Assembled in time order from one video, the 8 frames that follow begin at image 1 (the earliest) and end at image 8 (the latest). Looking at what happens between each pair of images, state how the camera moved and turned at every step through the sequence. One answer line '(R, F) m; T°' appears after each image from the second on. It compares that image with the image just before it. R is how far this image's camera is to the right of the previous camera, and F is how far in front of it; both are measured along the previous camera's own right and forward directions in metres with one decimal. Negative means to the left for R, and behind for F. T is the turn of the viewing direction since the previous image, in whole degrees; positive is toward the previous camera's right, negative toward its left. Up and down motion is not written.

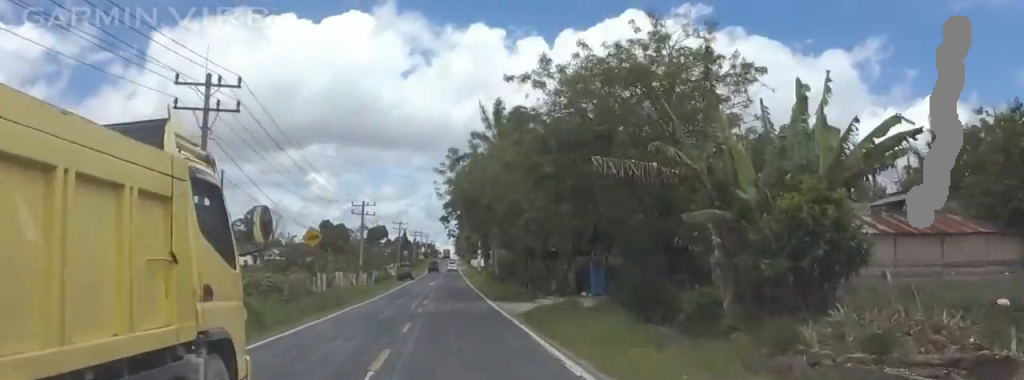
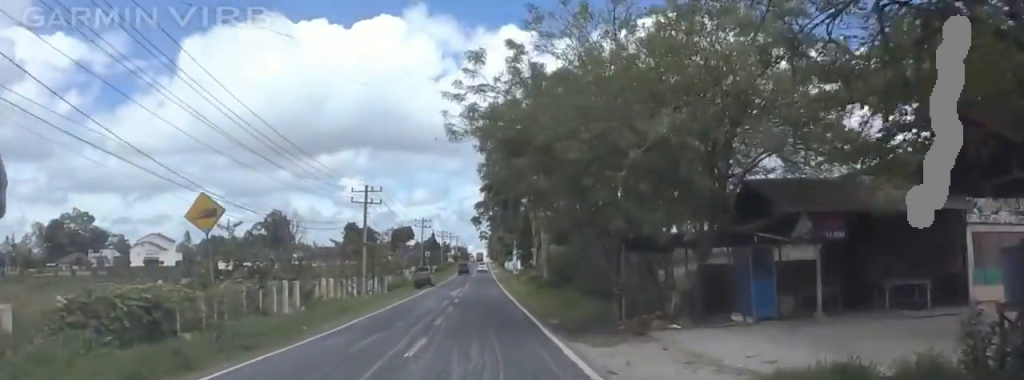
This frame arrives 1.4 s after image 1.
(-0.5, +20.4) m; 0°
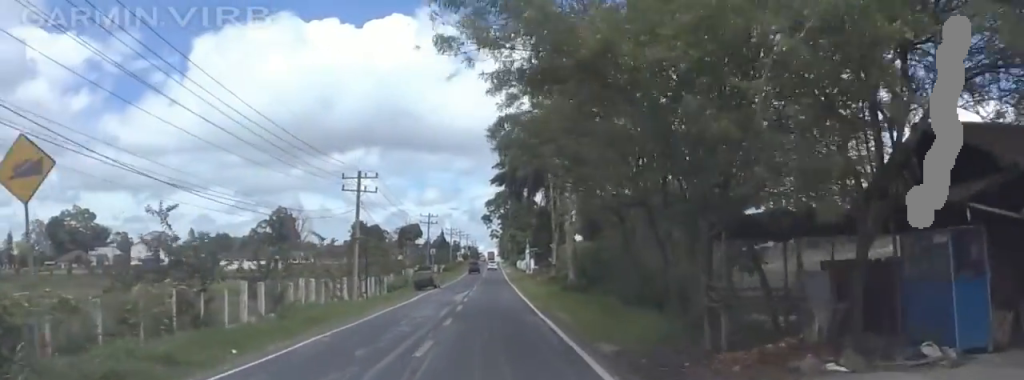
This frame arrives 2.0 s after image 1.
(+0.7, +9.1) m; 0°
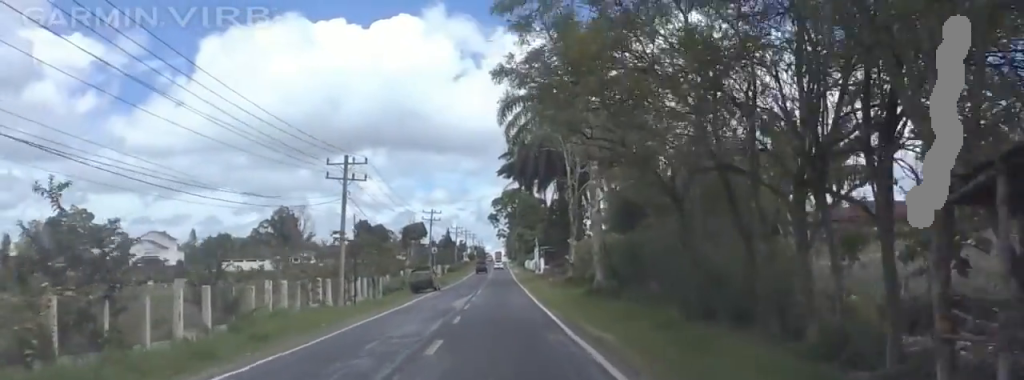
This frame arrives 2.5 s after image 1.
(-0.7, +8.1) m; -3°
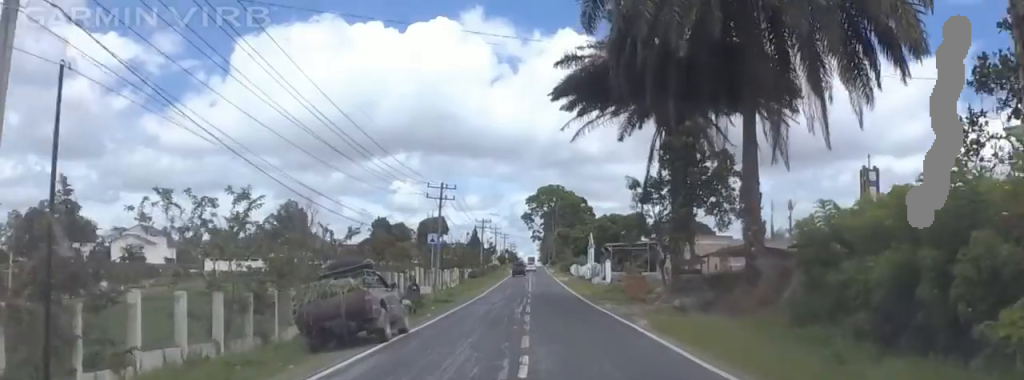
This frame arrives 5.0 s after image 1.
(+1.4, +38.9) m; +3°
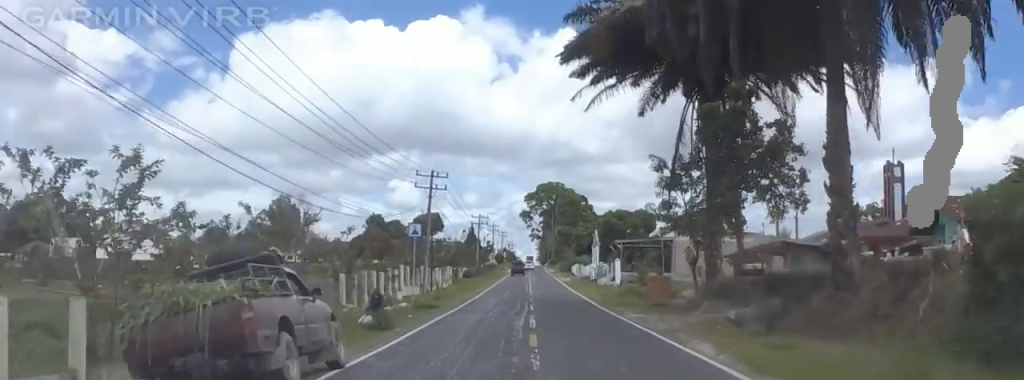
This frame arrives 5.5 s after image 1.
(-0.8, +8.1) m; 0°
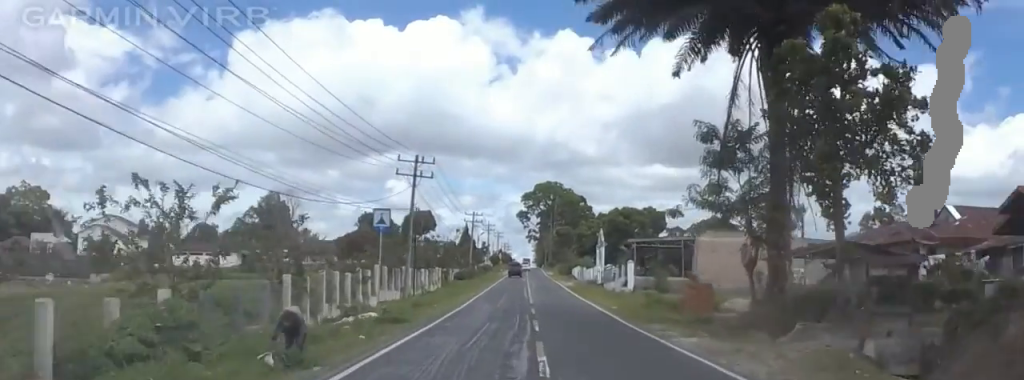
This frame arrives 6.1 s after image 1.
(-0.3, +9.3) m; 0°
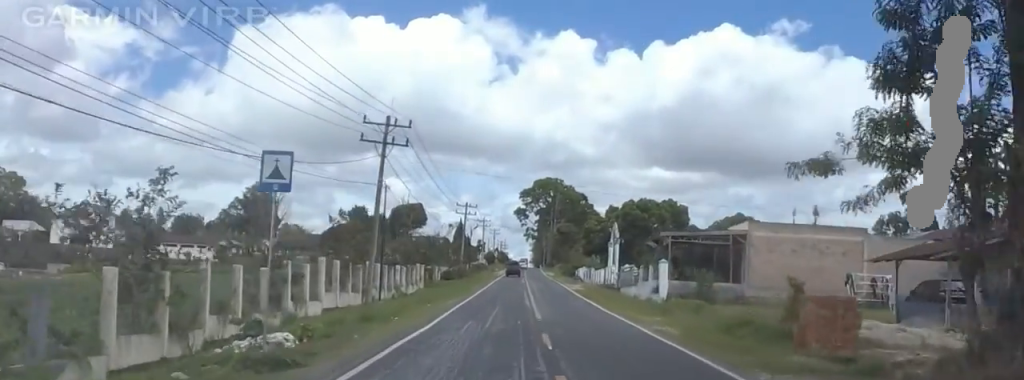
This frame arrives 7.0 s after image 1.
(+1.1, +13.7) m; 0°
